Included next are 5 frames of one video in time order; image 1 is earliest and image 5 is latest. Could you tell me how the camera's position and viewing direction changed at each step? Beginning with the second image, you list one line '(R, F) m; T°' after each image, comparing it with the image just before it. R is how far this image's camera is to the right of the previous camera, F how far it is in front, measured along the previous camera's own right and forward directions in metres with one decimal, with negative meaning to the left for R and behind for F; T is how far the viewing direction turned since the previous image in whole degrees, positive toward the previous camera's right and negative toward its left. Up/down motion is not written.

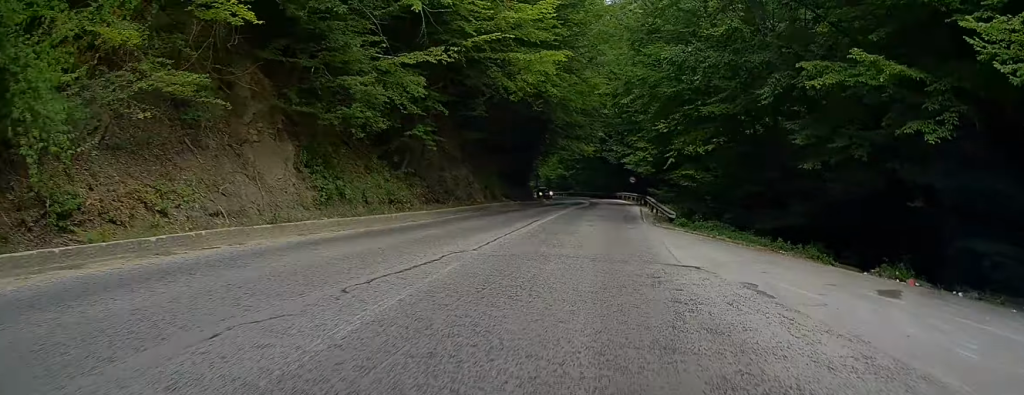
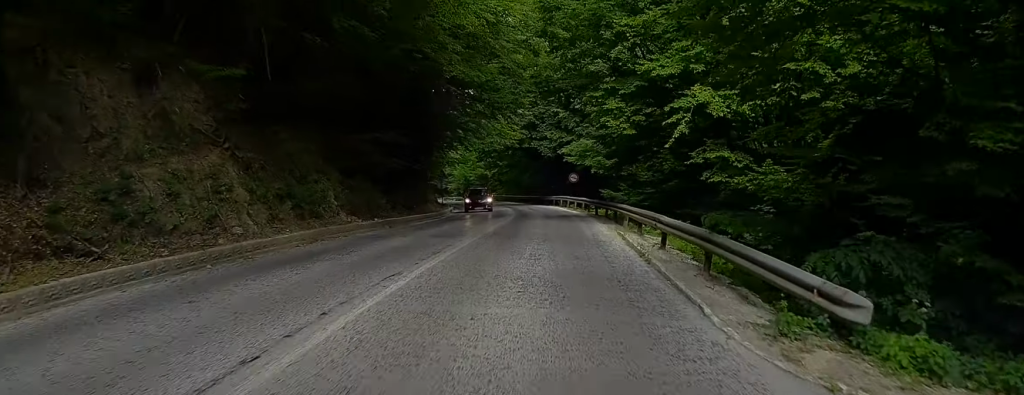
(+0.2, +21.8) m; +2°
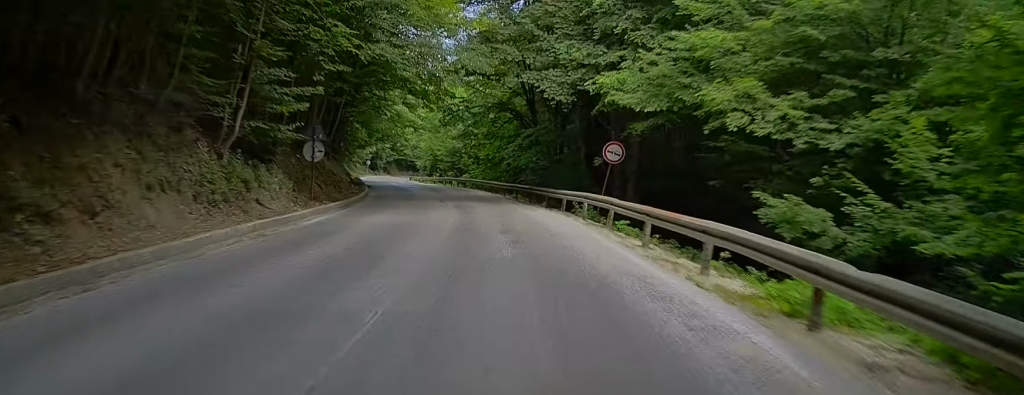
(+1.0, +30.5) m; +2°
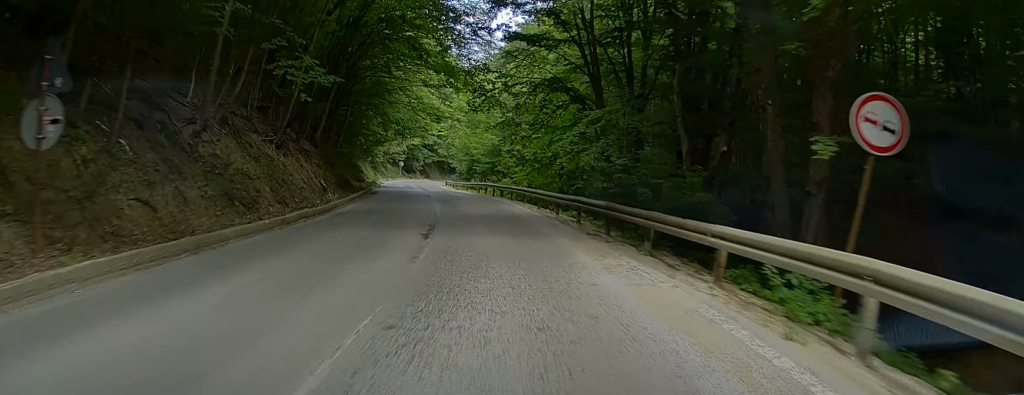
(0.0, +16.7) m; +1°
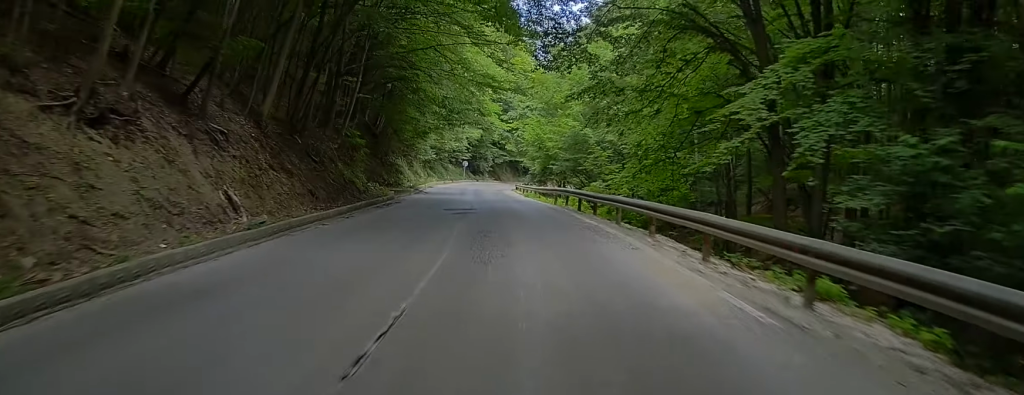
(0.0, +17.5) m; -3°
